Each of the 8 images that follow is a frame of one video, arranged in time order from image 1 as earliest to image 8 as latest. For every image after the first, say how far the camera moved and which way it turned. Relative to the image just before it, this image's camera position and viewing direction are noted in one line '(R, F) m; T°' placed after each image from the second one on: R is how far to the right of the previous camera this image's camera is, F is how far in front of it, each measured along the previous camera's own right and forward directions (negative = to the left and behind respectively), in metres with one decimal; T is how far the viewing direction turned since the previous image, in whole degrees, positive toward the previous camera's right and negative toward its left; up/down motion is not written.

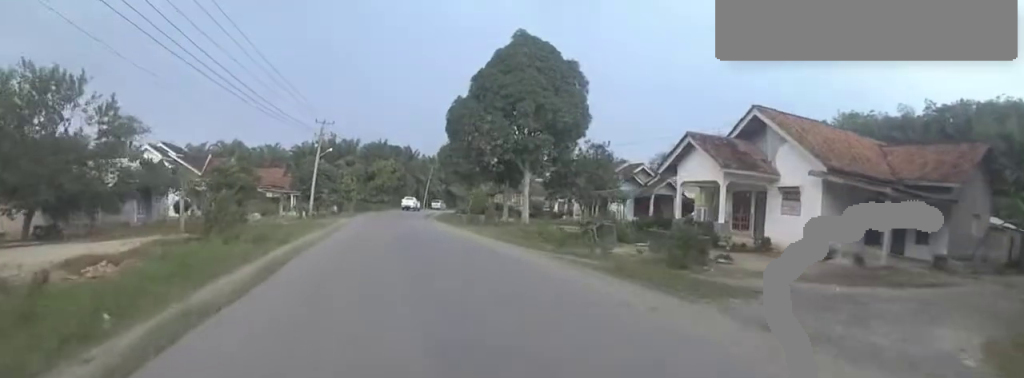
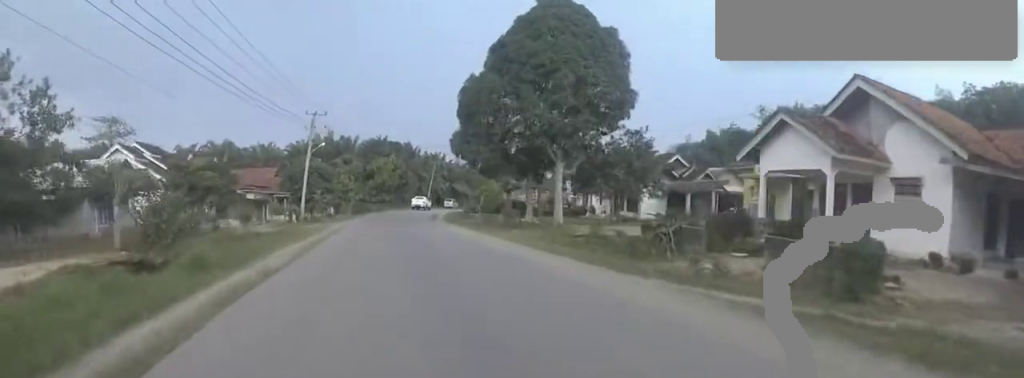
(-0.6, +5.5) m; 0°
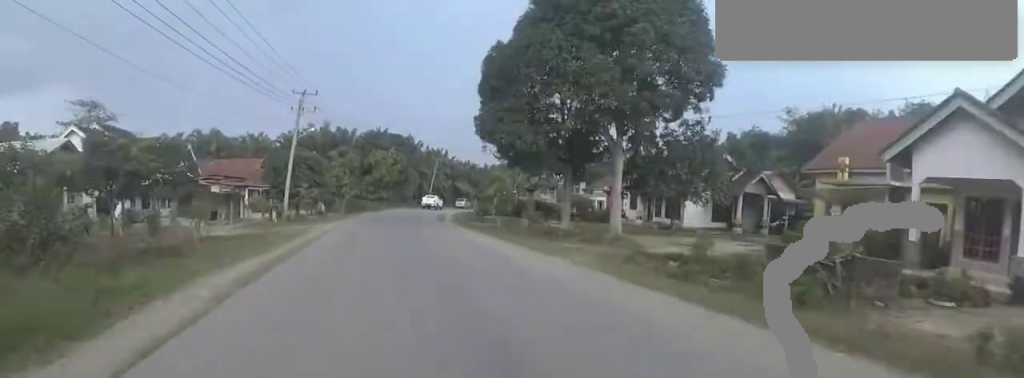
(+0.2, +6.4) m; +2°
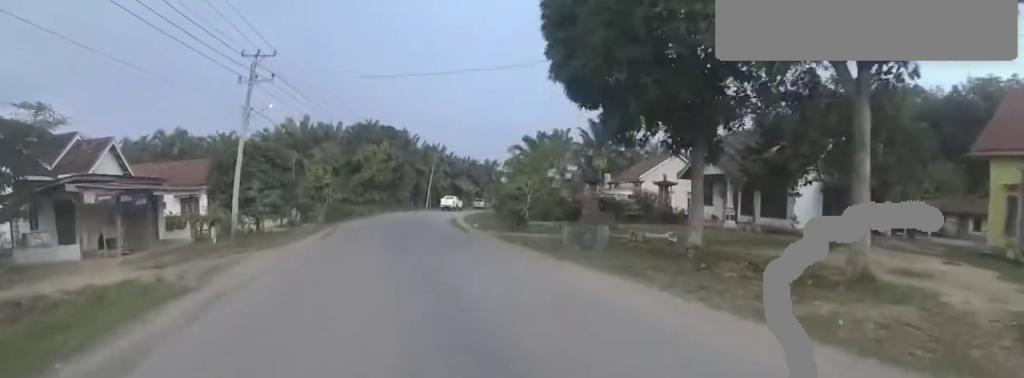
(+0.8, +10.9) m; +3°
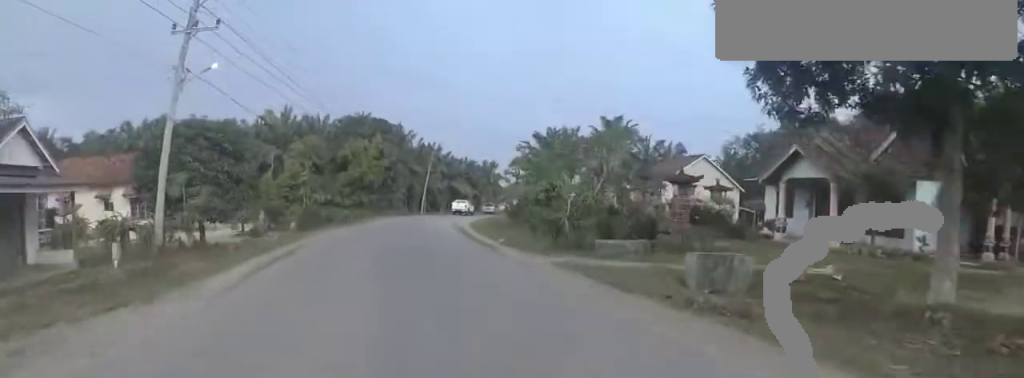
(0.0, +8.0) m; -3°
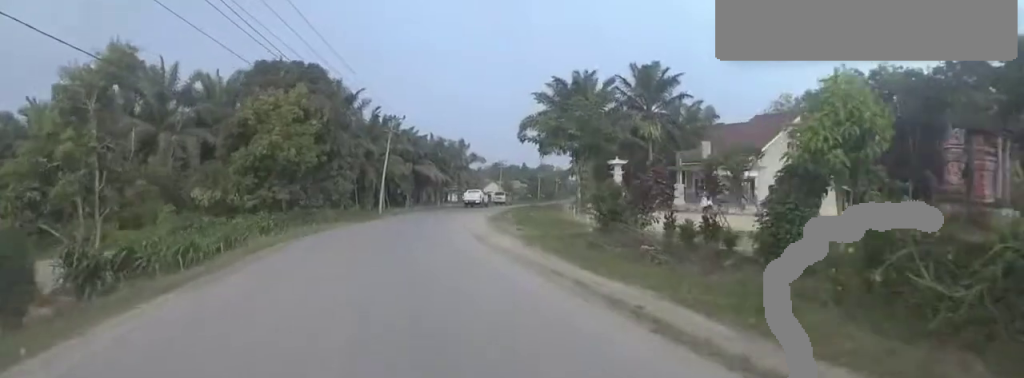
(+0.3, +21.9) m; +8°
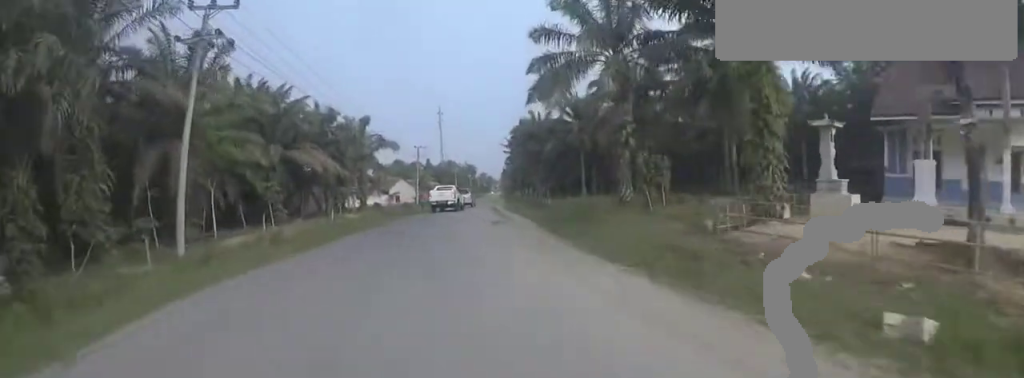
(+2.9, +27.2) m; +9°
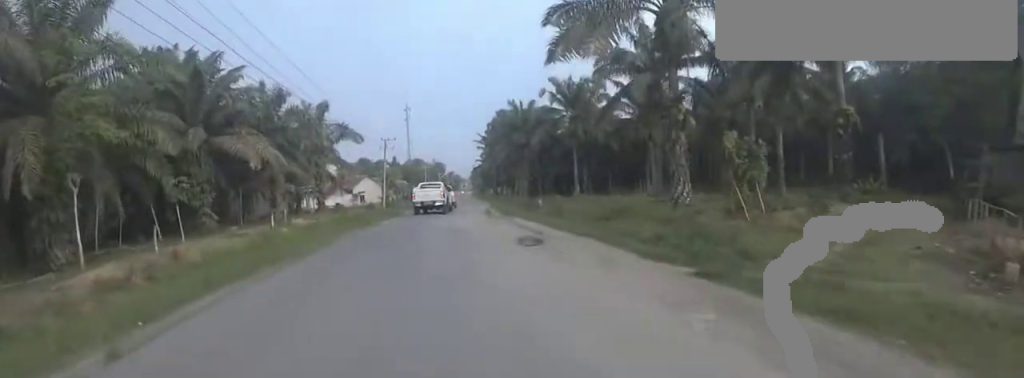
(+0.1, +8.3) m; -1°
